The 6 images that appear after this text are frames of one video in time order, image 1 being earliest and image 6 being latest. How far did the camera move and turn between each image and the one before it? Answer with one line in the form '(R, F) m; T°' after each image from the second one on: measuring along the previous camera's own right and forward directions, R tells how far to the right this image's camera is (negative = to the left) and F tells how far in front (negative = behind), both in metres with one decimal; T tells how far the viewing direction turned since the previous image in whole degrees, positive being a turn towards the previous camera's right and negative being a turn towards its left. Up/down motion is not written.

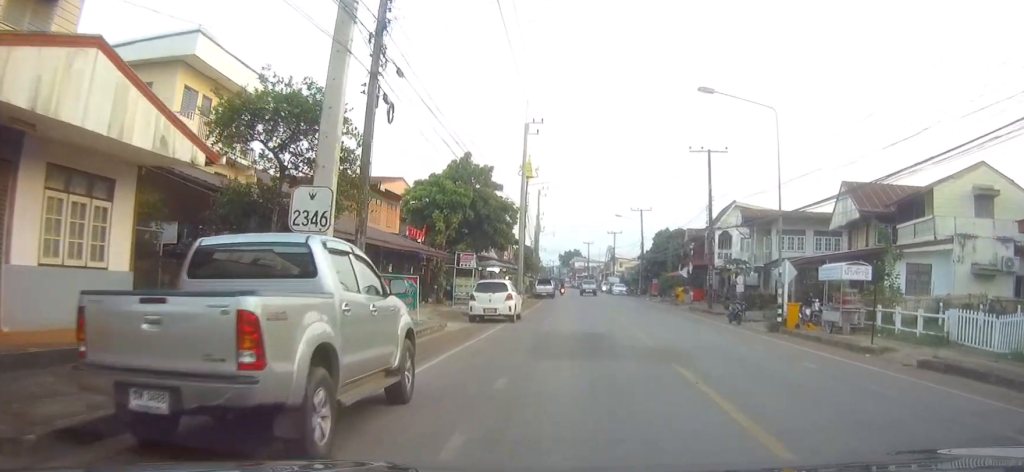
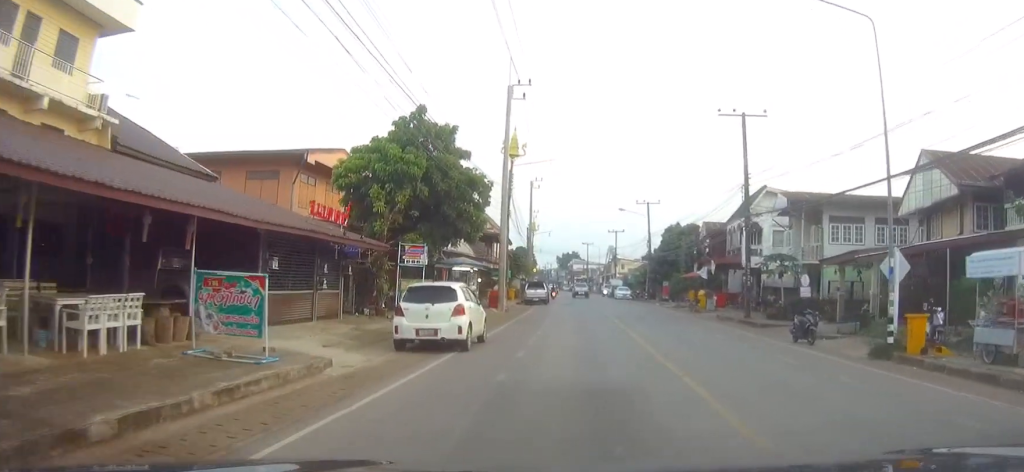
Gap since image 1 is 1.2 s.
(-0.1, +11.0) m; -2°
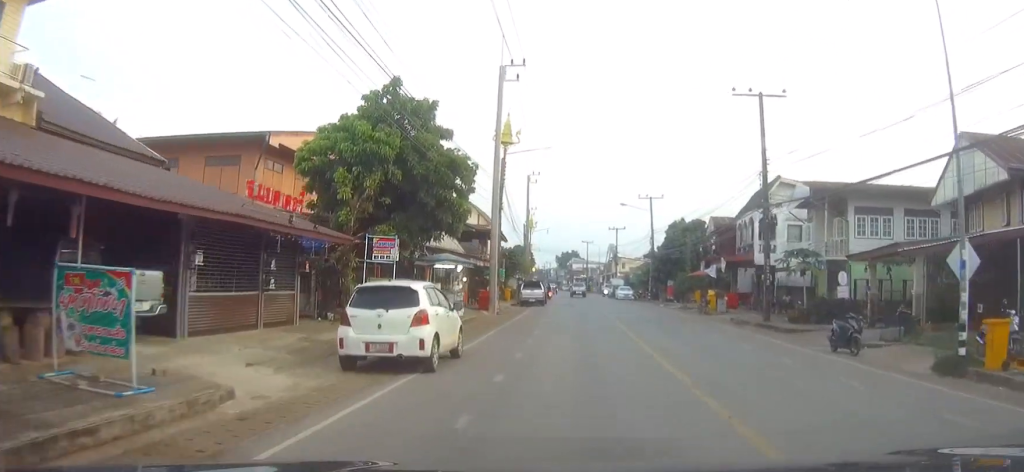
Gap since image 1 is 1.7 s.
(0.0, +3.9) m; 0°
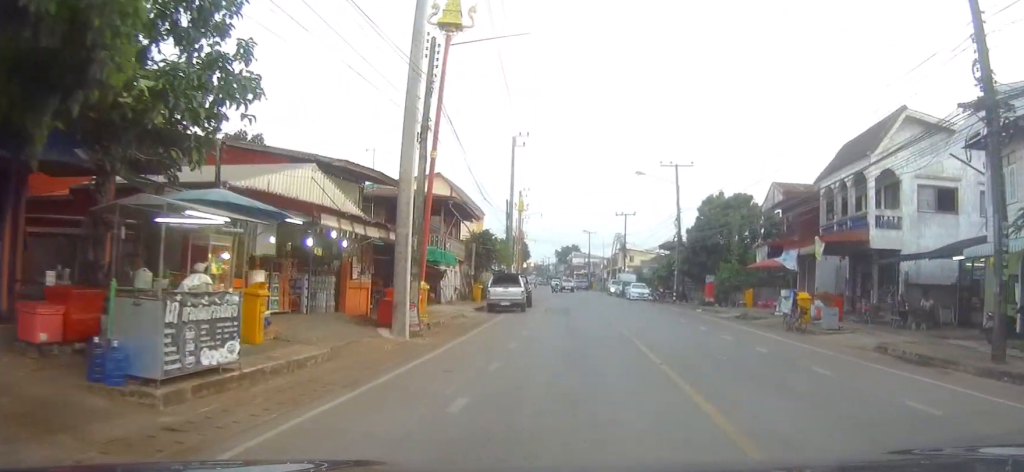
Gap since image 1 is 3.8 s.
(-0.2, +19.3) m; -1°
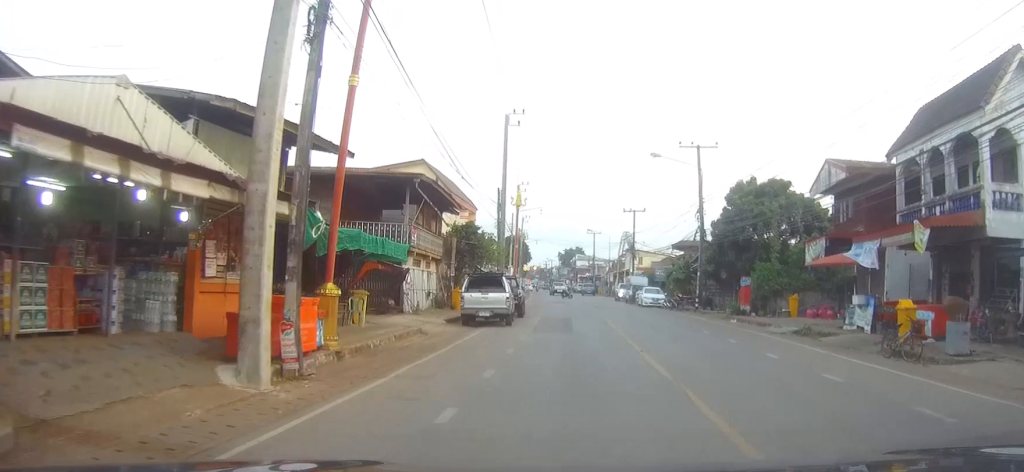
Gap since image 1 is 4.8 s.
(0.0, +8.6) m; 0°
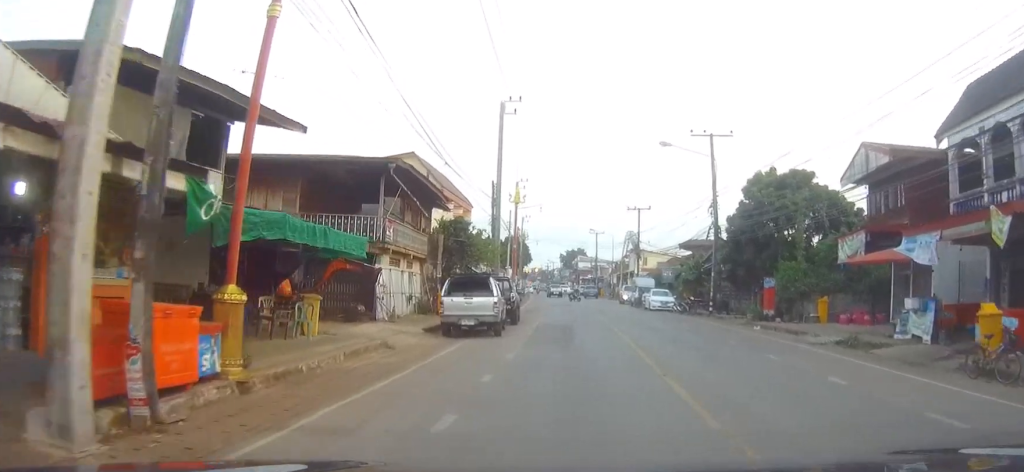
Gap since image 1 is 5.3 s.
(0.0, +4.2) m; 0°
